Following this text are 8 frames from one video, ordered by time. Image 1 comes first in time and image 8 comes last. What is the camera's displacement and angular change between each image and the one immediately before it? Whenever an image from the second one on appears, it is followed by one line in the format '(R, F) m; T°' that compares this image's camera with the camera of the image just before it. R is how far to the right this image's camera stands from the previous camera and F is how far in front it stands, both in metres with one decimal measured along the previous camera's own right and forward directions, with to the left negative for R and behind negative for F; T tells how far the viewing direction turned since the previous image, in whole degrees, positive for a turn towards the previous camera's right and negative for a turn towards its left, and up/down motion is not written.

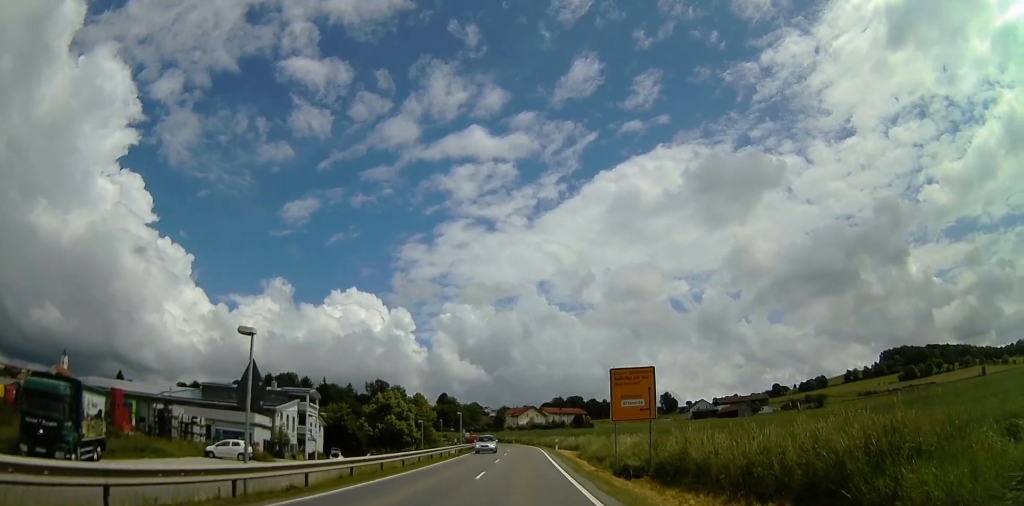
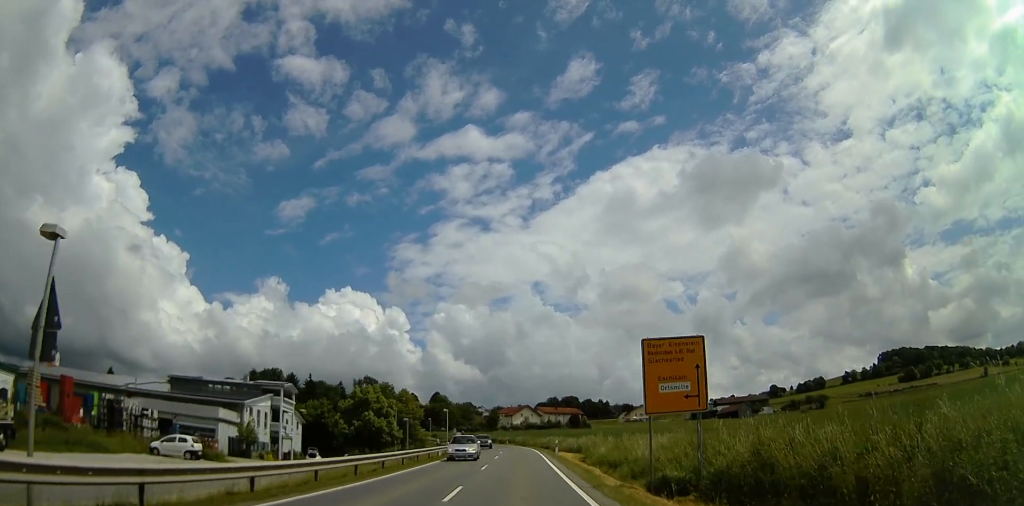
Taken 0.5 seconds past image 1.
(0.0, +6.6) m; 0°
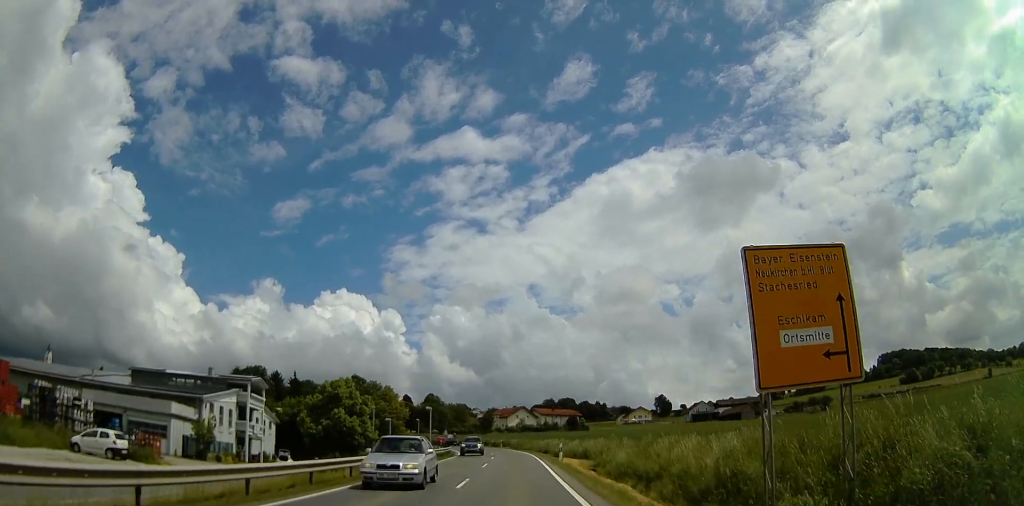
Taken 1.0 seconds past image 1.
(0.0, +7.5) m; 0°
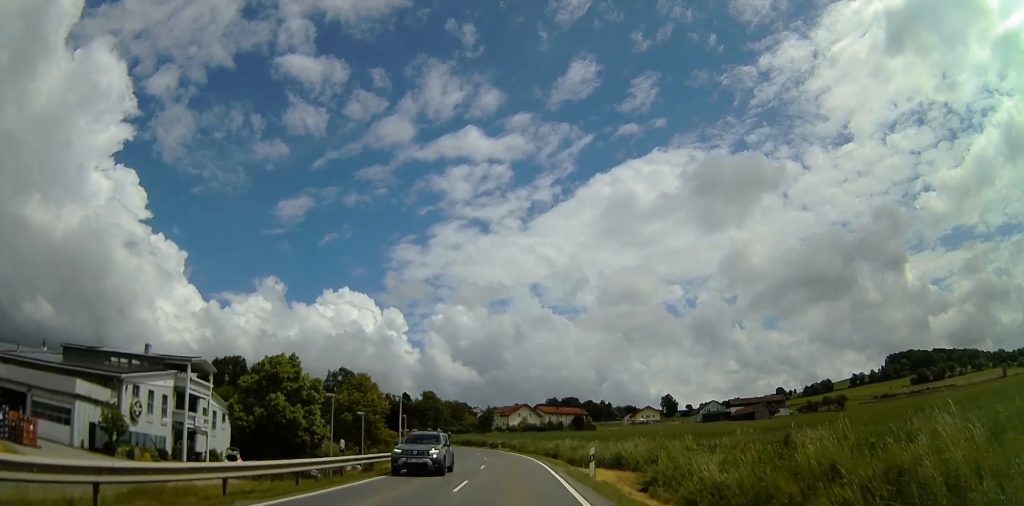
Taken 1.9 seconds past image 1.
(0.0, +12.3) m; 0°
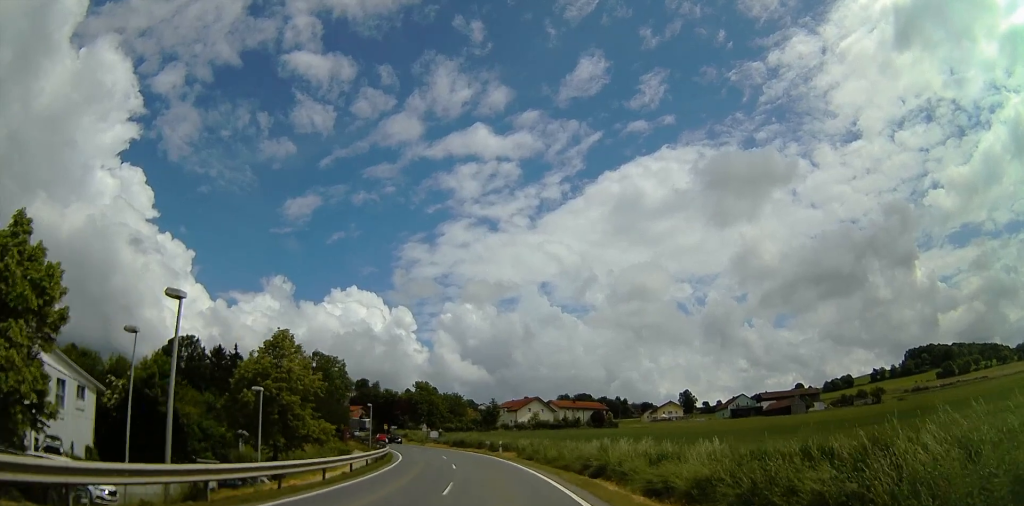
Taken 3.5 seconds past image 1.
(0.0, +23.4) m; 0°
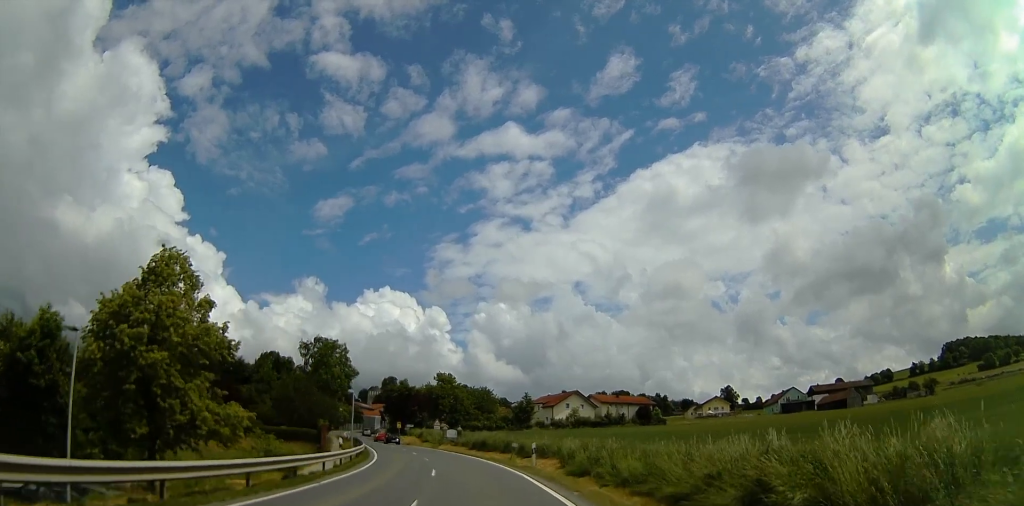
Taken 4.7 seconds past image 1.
(0.0, +16.8) m; 0°
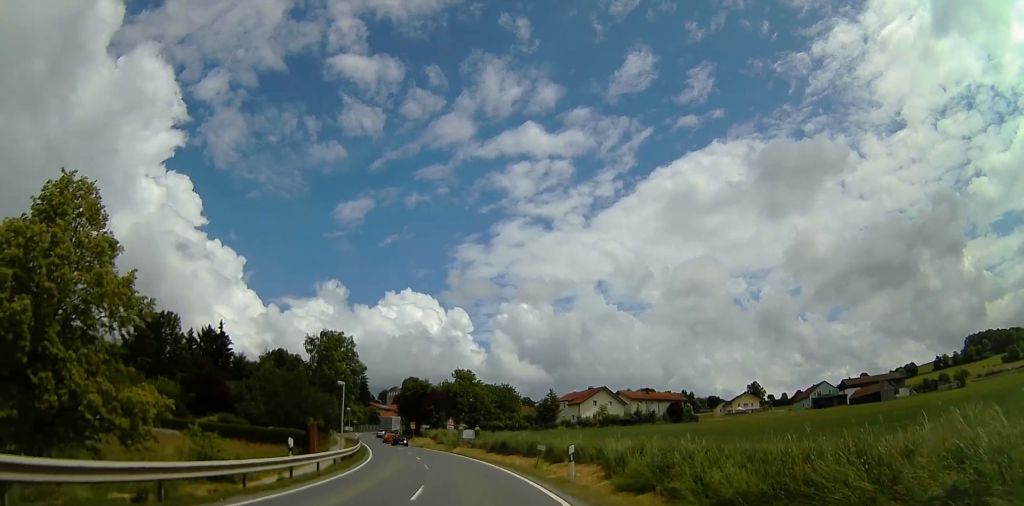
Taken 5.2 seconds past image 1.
(0.0, +7.6) m; 0°
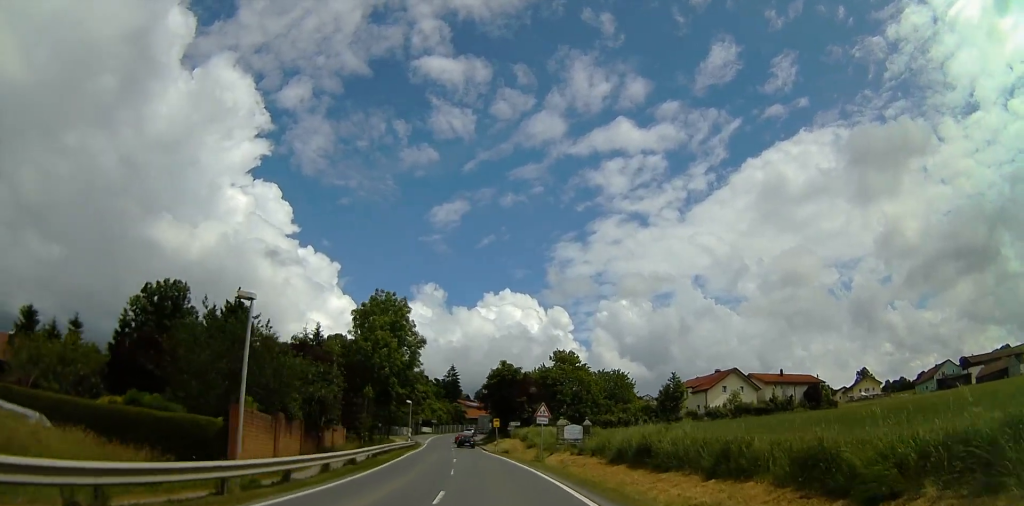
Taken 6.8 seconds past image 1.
(0.0, +23.9) m; 0°
